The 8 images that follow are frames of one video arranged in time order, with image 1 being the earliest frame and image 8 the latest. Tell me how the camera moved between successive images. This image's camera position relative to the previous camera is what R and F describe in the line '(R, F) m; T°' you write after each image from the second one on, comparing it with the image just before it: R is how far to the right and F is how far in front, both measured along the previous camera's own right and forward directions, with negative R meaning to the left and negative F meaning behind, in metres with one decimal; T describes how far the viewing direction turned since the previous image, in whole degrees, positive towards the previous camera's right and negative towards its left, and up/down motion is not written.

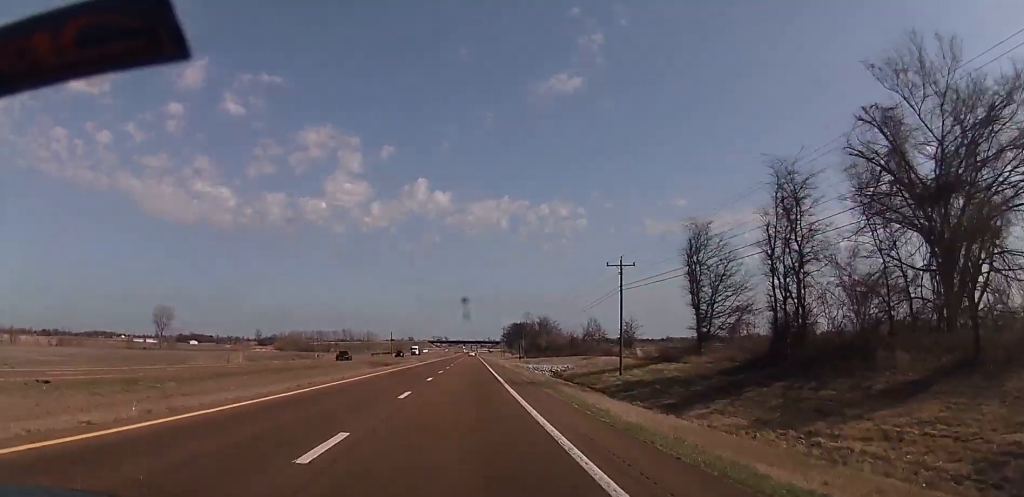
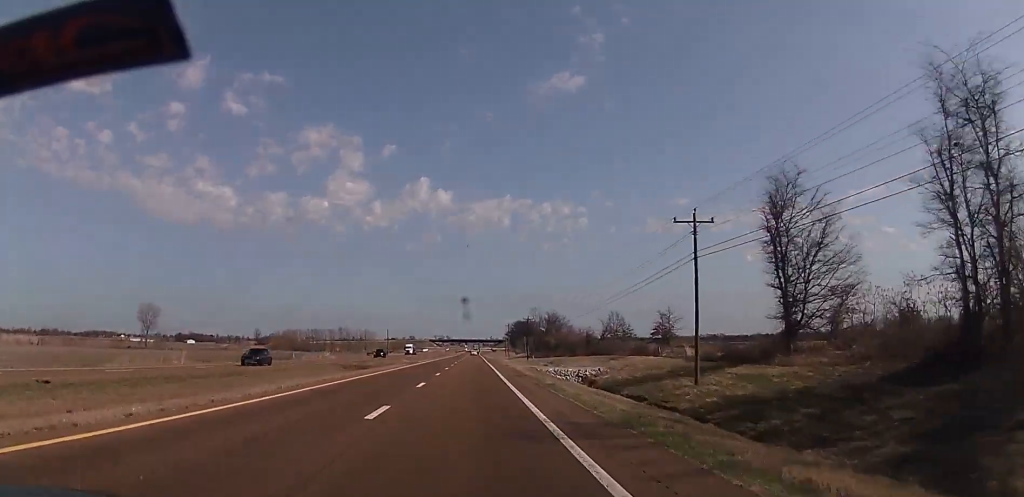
(+0.1, +19.0) m; 0°
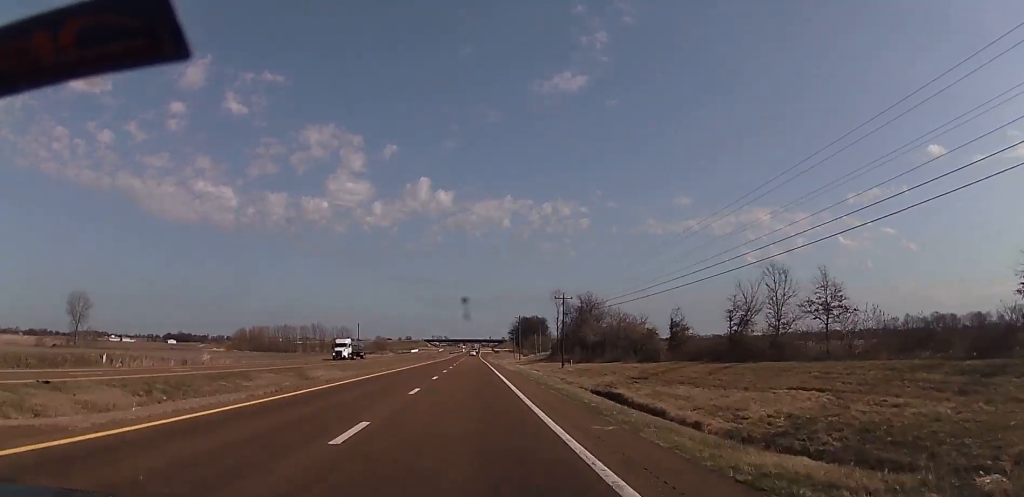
(-0.3, +65.0) m; -1°
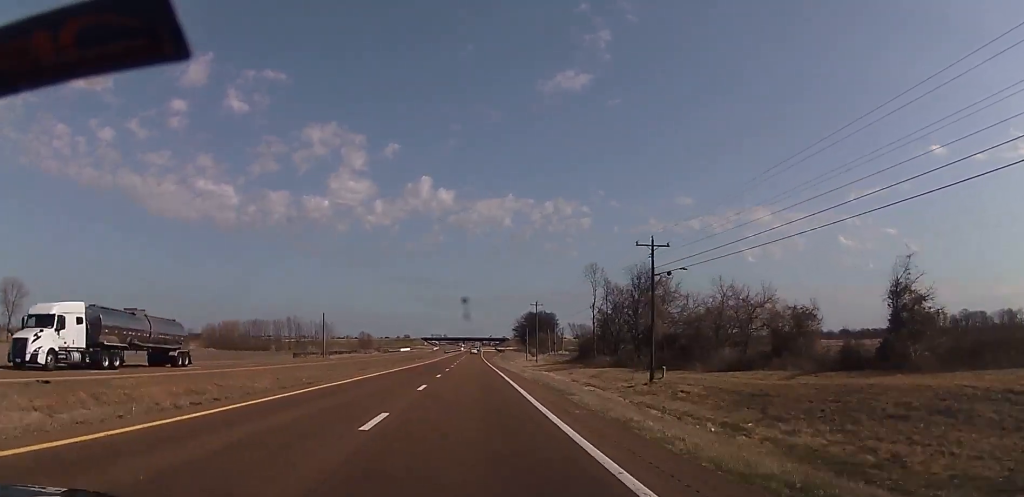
(+0.1, +47.1) m; +1°
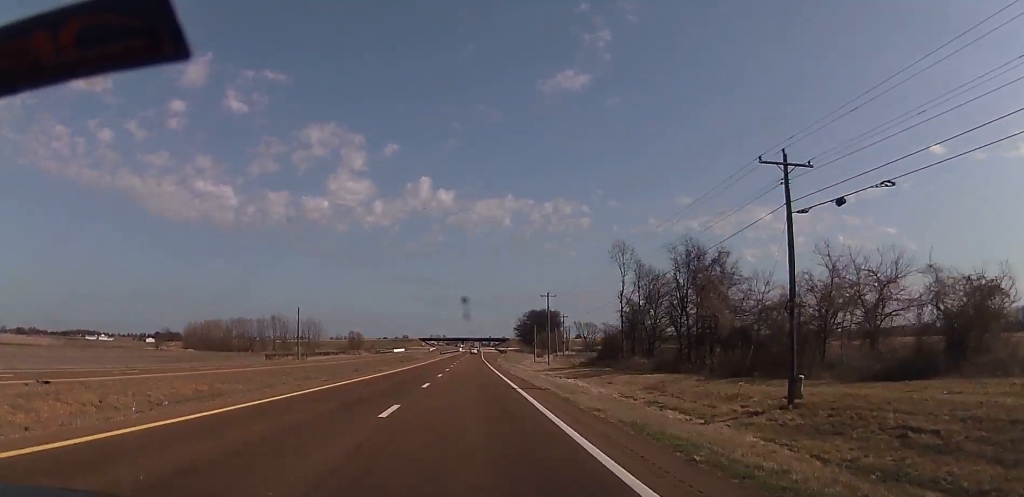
(+0.3, +21.8) m; 0°
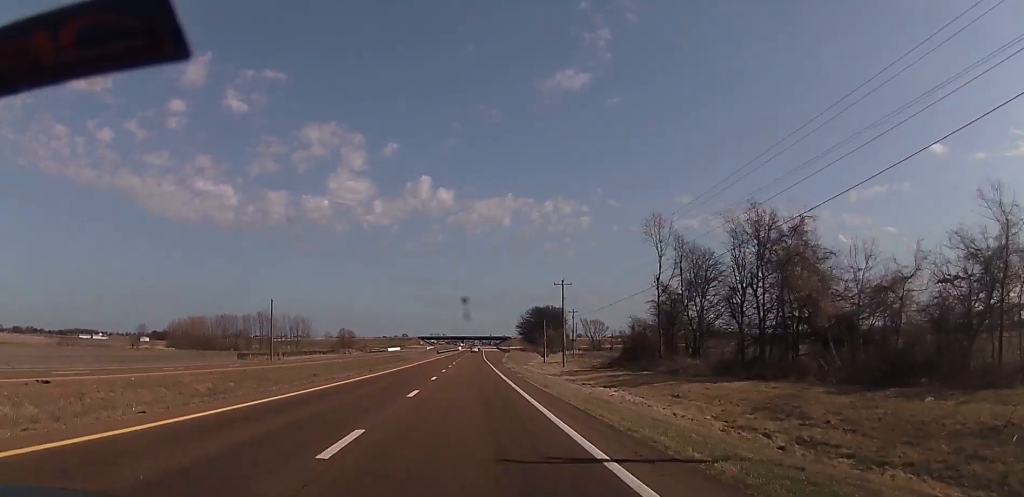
(0.0, +18.0) m; 0°
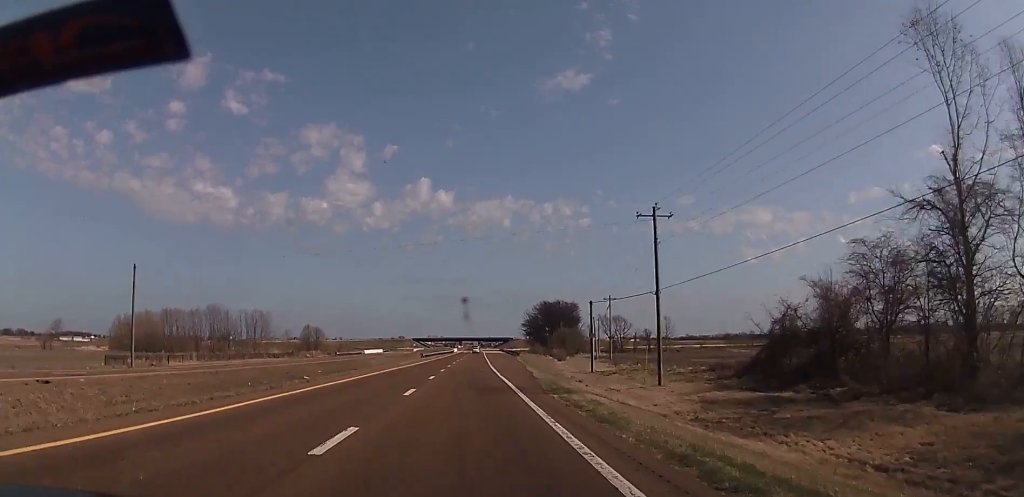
(+0.1, +48.3) m; 0°
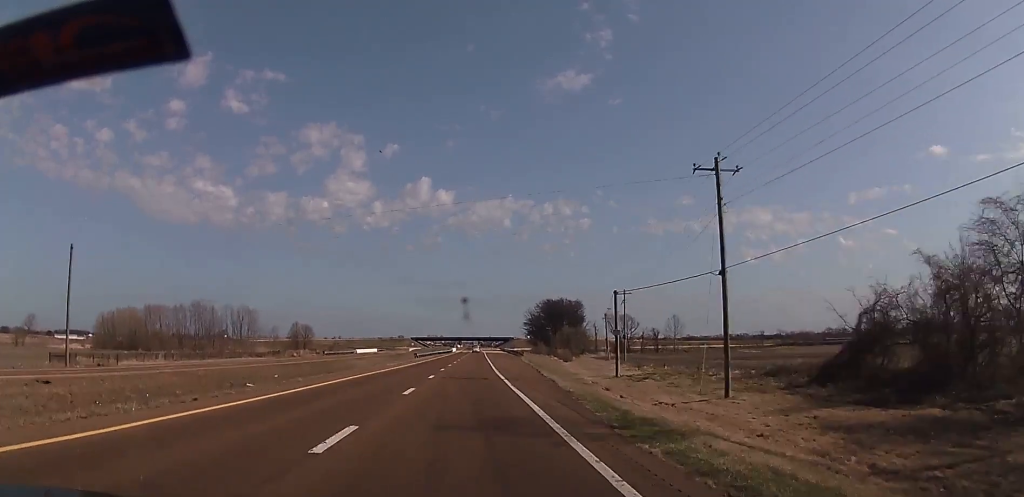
(-0.1, +12.1) m; 0°
